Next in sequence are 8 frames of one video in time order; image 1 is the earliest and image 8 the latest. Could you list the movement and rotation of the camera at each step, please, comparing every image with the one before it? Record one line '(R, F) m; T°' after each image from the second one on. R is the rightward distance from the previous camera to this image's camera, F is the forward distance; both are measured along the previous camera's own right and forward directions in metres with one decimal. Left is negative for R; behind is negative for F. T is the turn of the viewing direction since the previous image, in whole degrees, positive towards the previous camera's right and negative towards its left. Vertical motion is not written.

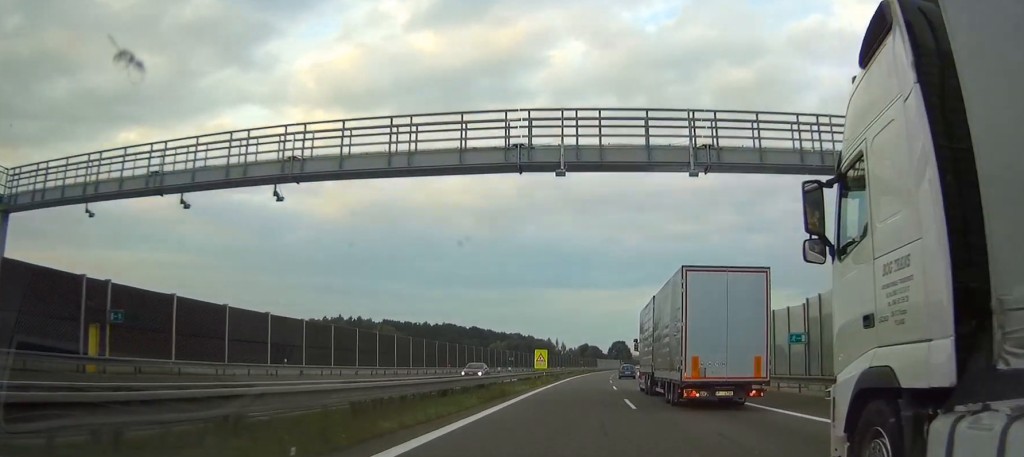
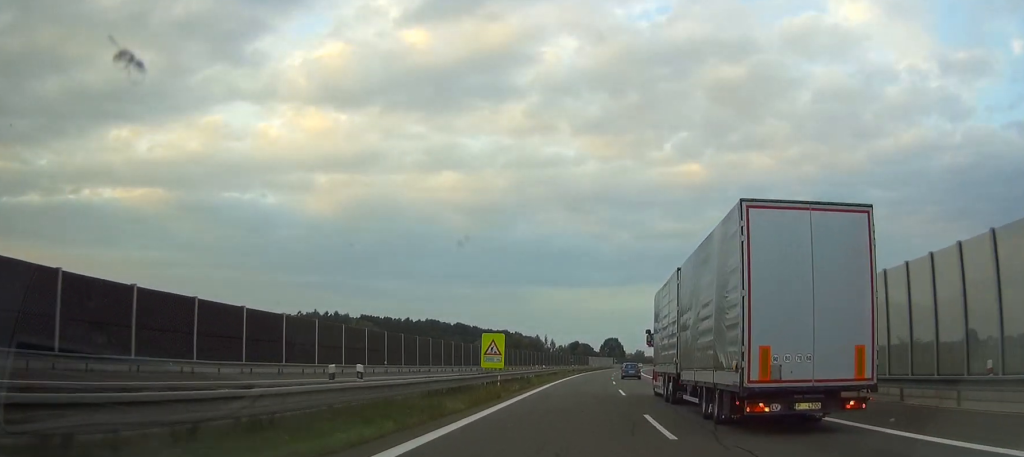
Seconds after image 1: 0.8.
(+0.3, +27.5) m; +1°
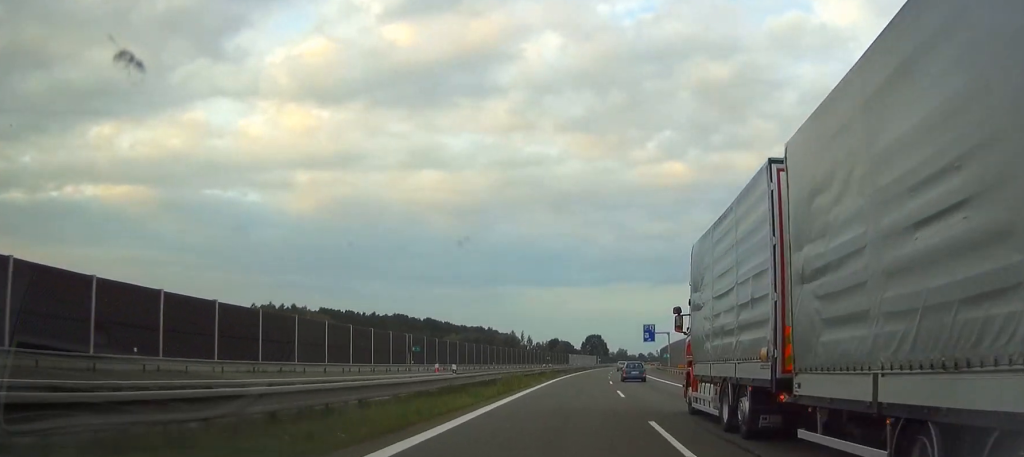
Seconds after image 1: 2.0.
(+0.4, +38.0) m; +1°
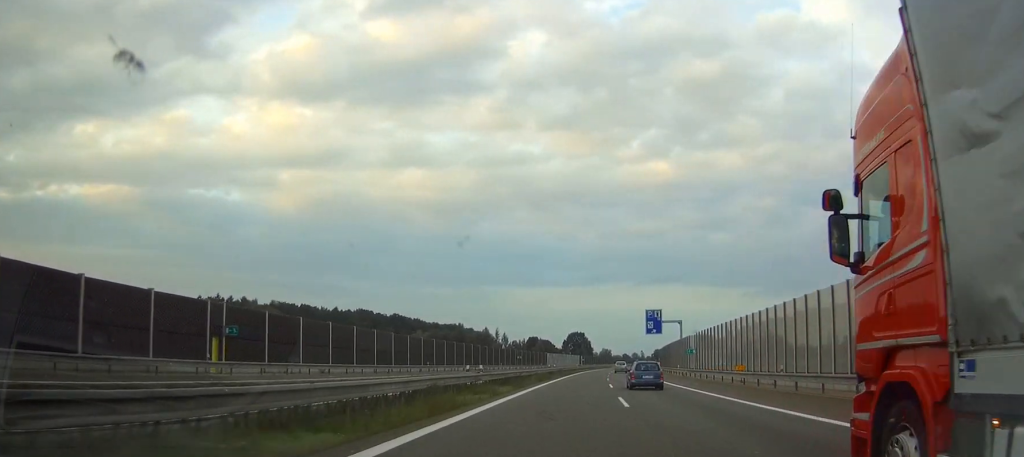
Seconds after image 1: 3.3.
(+0.3, +41.8) m; +1°
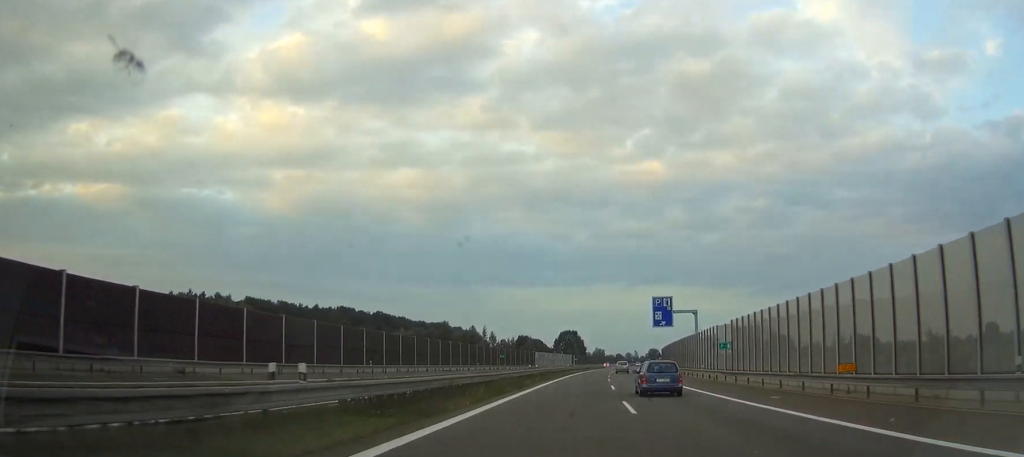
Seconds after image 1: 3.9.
(+0.2, +21.2) m; +1°
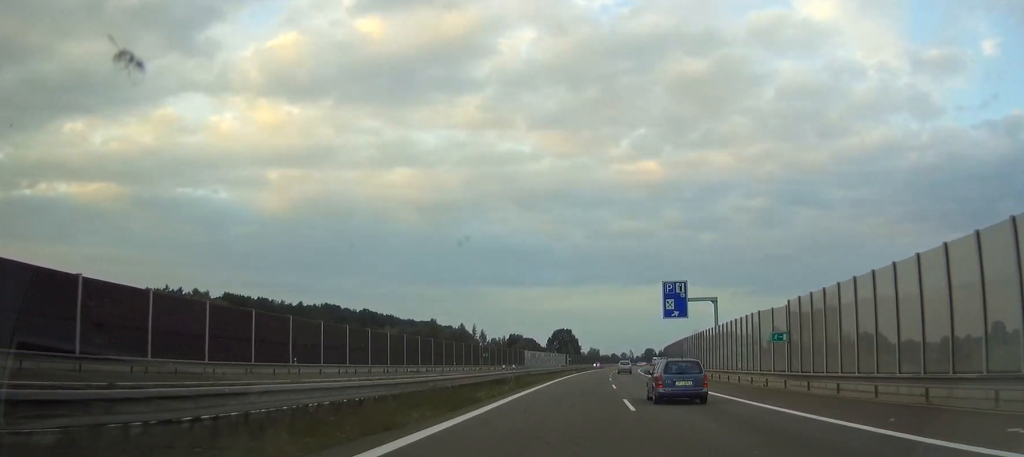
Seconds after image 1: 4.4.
(0.0, +16.8) m; +1°
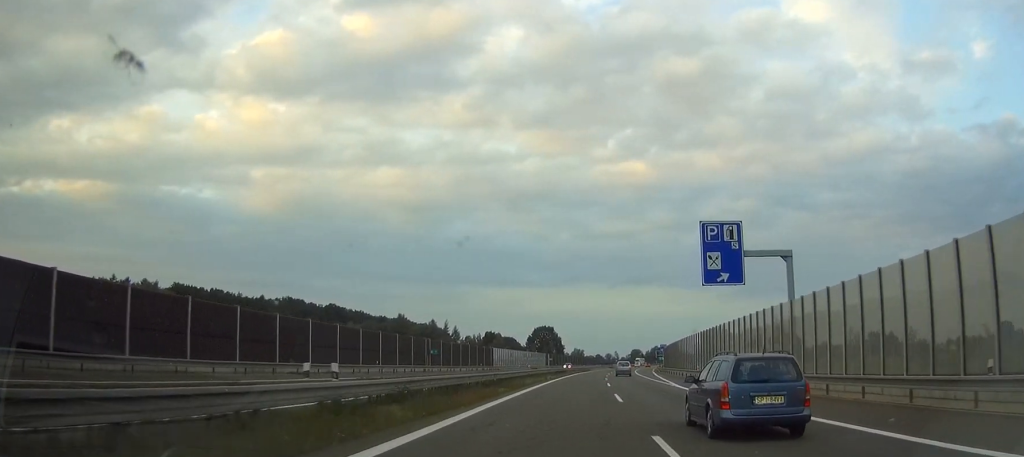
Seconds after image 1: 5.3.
(+0.3, +30.6) m; +1°
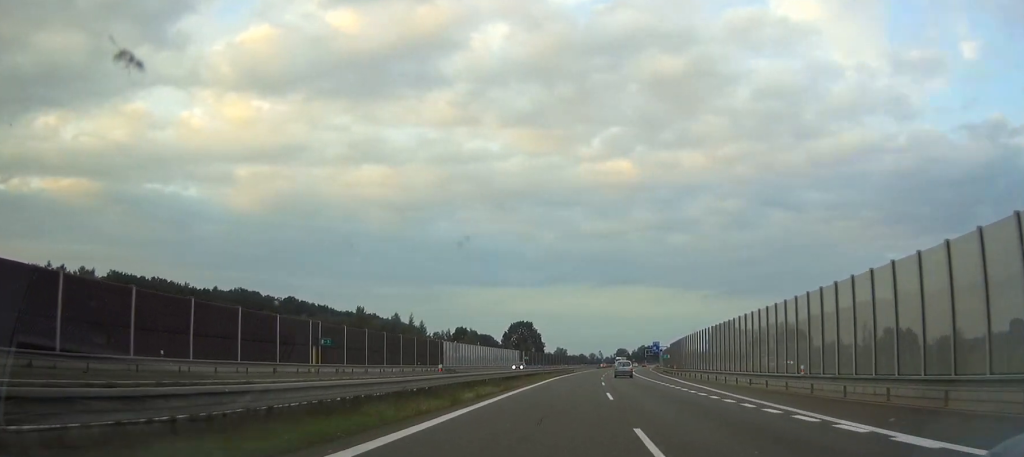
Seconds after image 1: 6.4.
(+0.4, +34.1) m; +1°
